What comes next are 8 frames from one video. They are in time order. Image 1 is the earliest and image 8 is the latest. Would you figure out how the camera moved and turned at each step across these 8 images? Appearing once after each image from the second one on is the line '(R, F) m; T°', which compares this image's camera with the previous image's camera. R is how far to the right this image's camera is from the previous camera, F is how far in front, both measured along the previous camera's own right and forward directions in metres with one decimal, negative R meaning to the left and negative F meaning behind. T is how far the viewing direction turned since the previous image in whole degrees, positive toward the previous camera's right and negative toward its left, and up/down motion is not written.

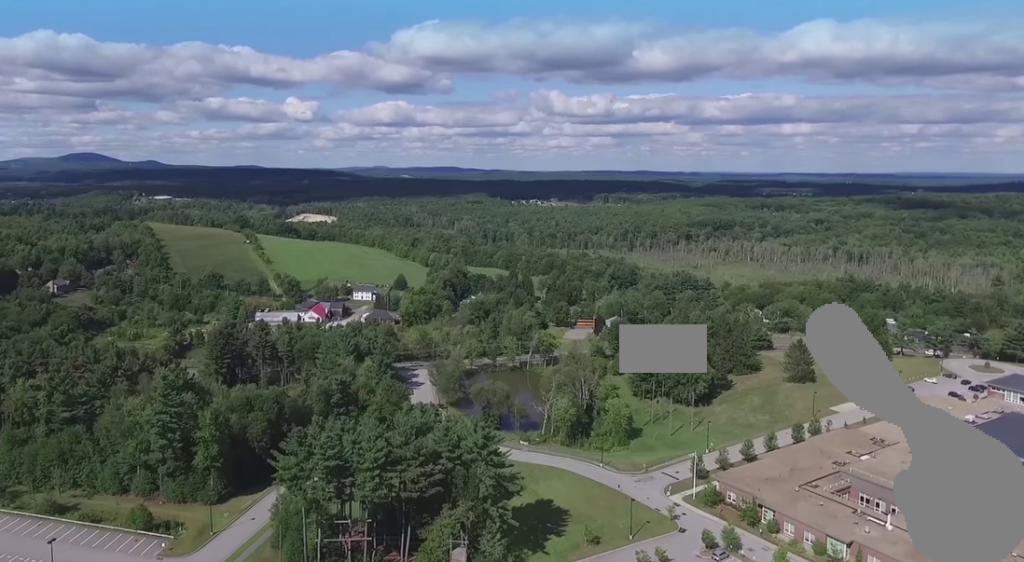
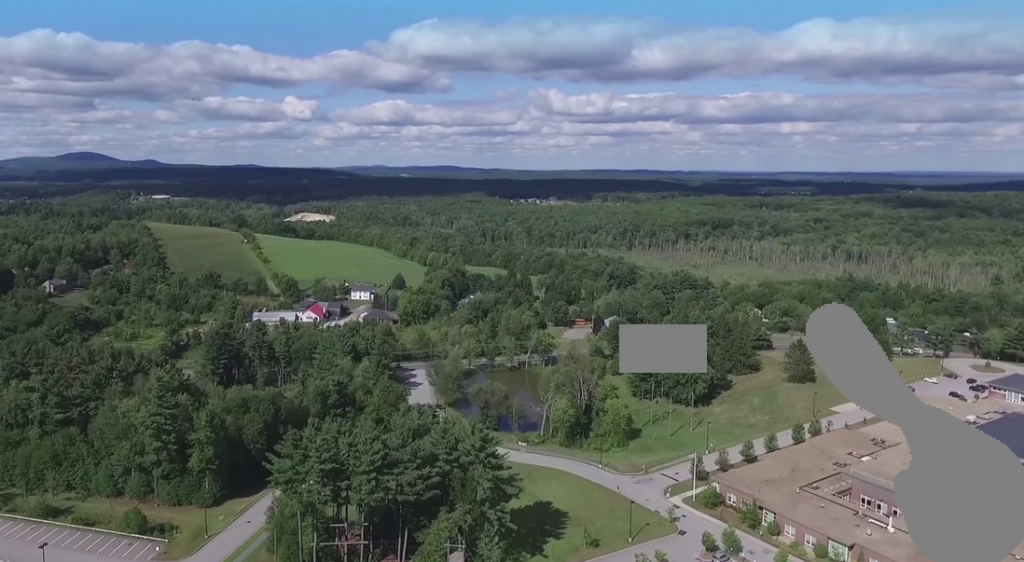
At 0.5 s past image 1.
(0.0, +2.1) m; +1°
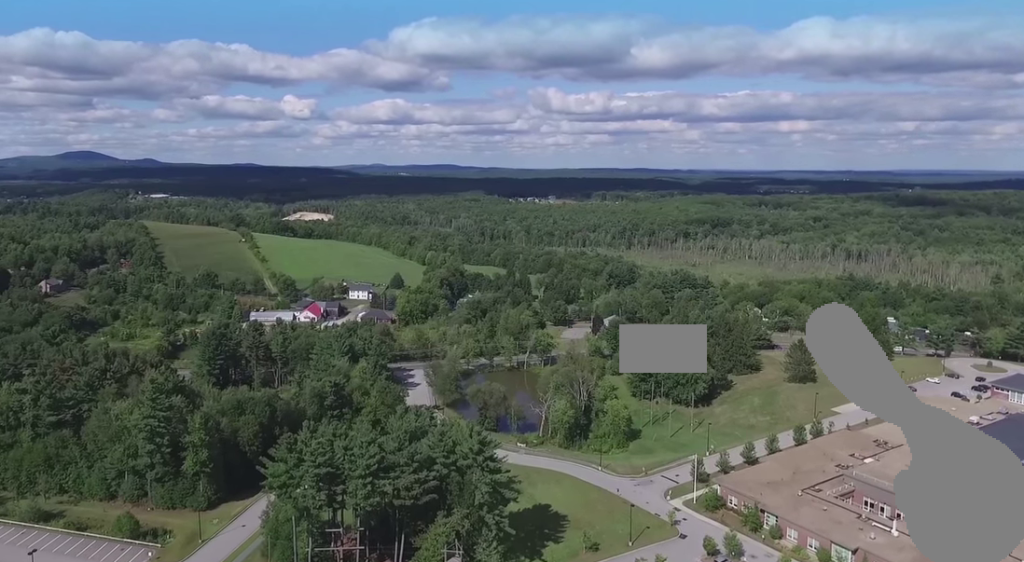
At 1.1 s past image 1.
(0.0, +2.9) m; +1°
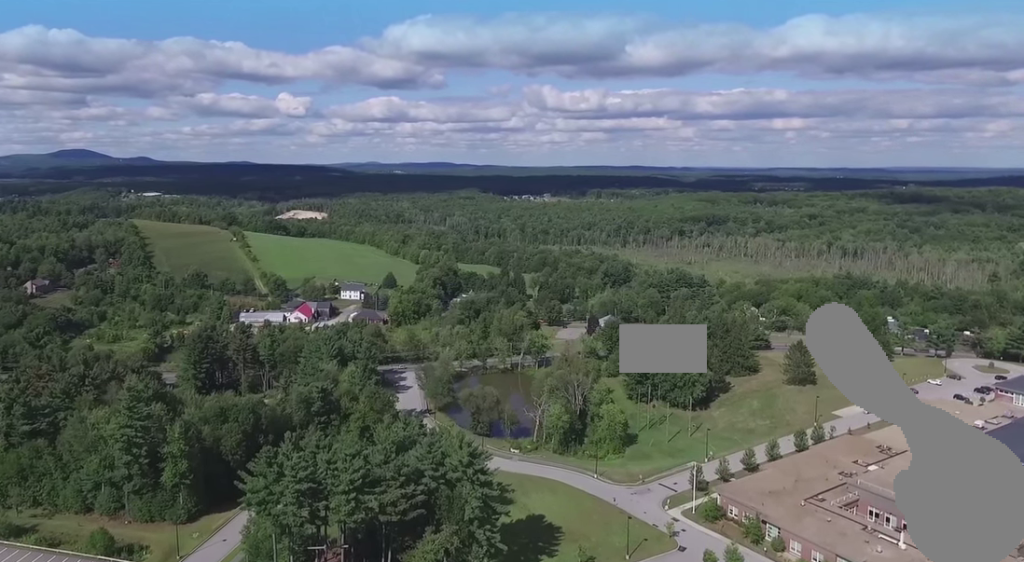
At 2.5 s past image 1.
(+0.2, +6.9) m; +3°
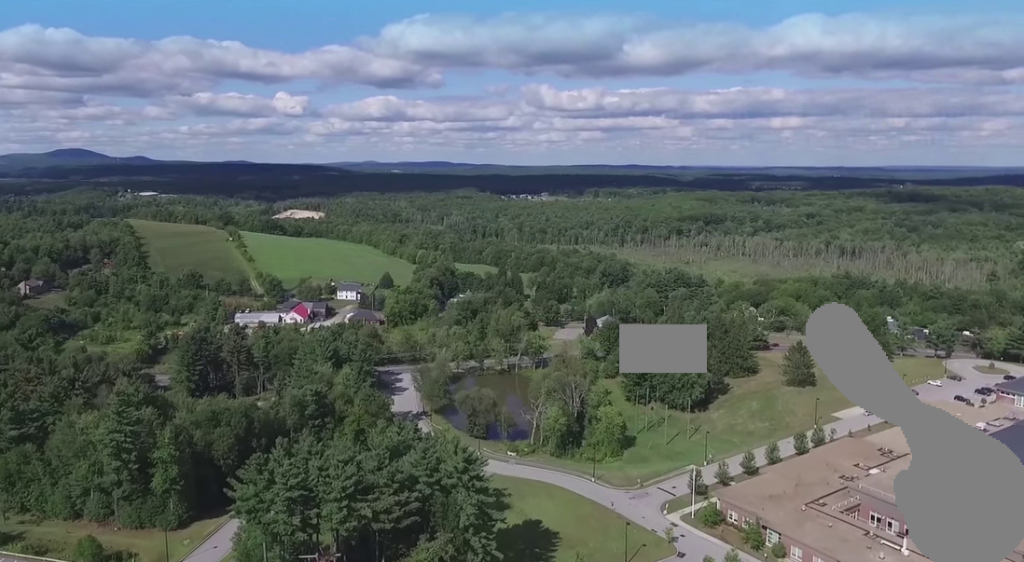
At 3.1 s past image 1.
(0.0, +2.9) m; +1°
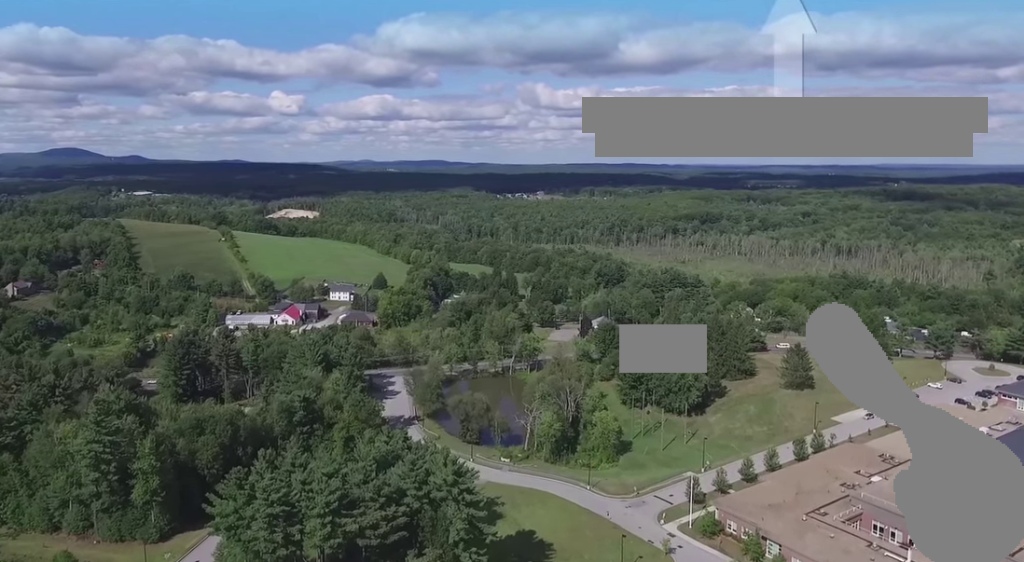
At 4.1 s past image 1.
(+0.1, +4.9) m; +1°
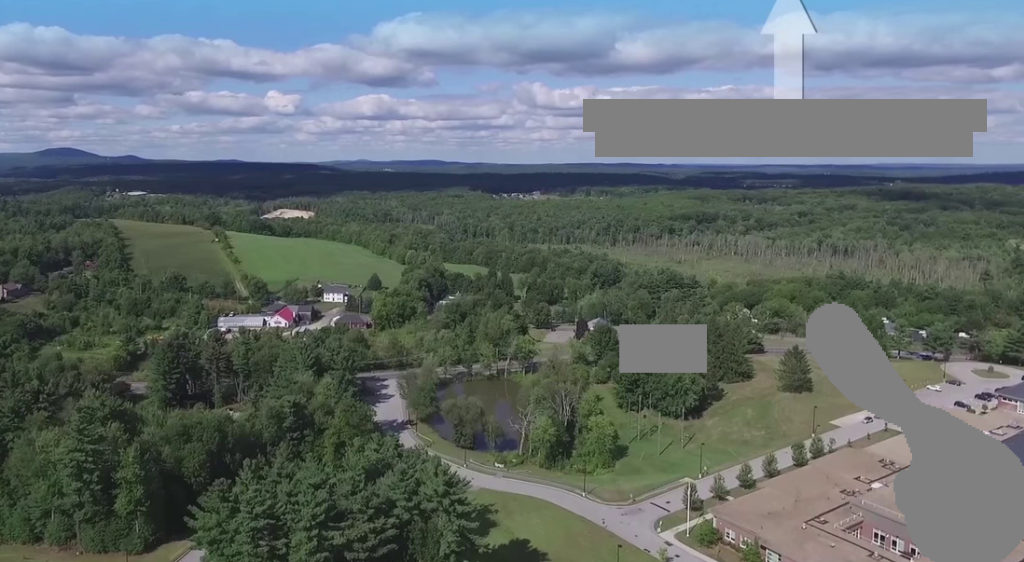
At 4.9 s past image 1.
(0.0, +3.8) m; +1°
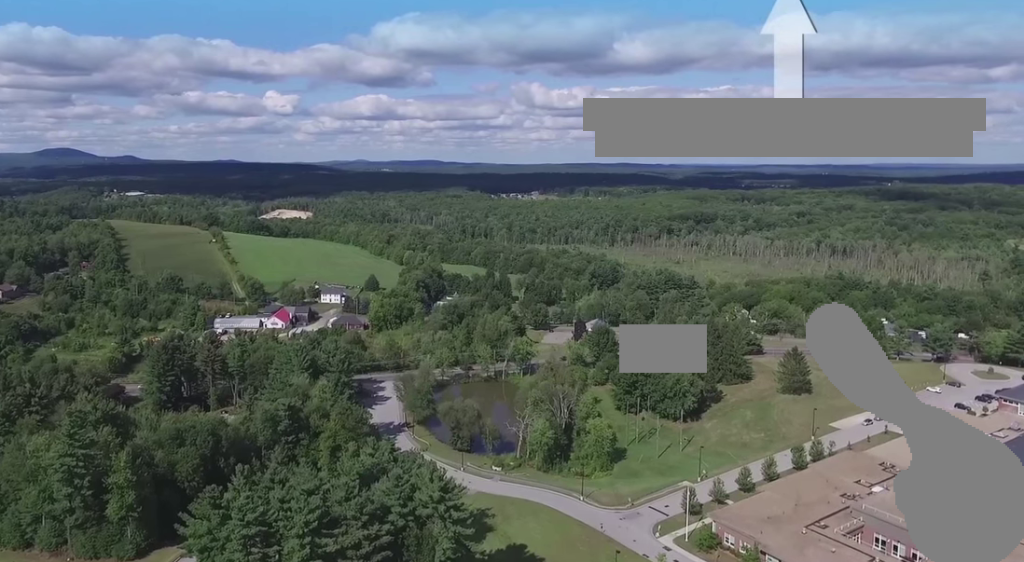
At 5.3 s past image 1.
(0.0, +2.0) m; 0°
